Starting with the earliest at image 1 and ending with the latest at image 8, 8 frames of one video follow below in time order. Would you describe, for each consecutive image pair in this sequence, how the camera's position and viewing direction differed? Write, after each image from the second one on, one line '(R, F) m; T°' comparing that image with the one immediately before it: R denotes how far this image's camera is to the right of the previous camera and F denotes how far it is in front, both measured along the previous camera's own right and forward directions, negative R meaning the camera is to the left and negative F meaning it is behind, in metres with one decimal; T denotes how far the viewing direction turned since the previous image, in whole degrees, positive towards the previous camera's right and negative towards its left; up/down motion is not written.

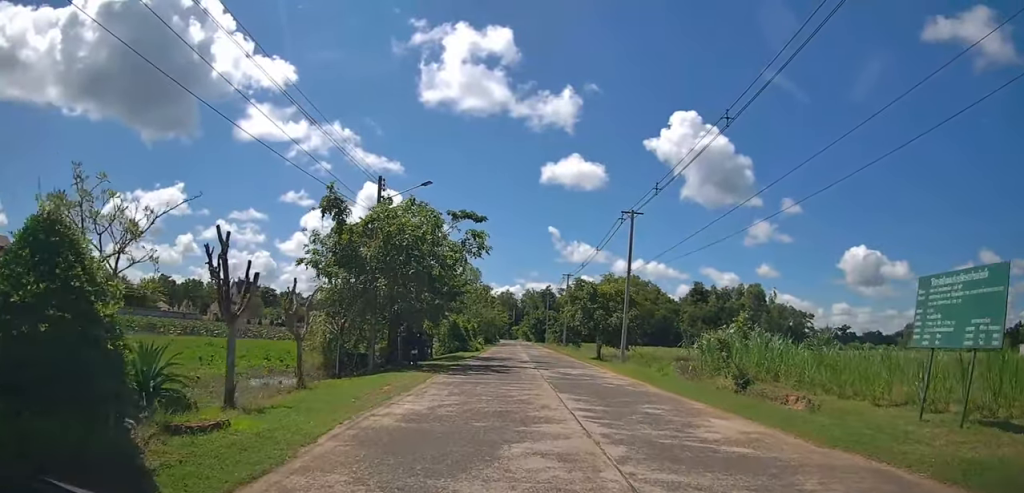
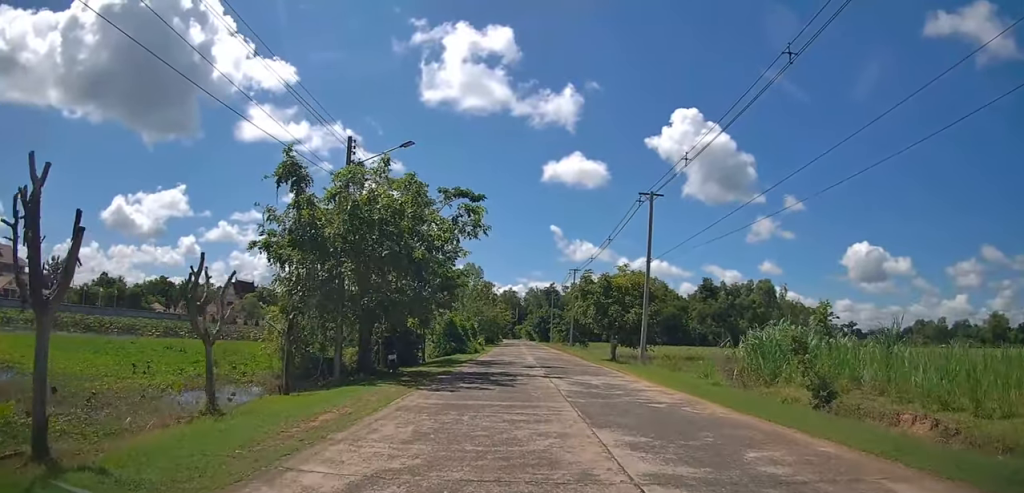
(-0.1, +4.2) m; +2°
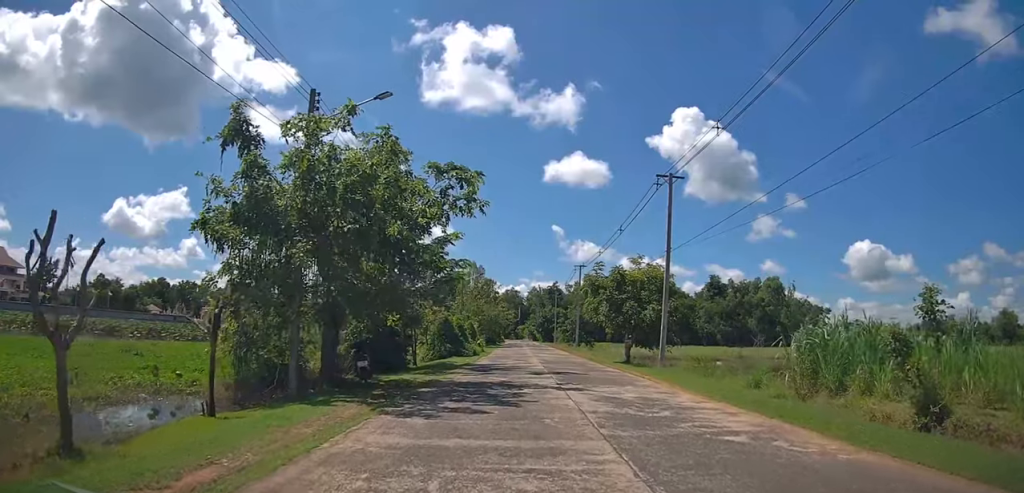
(+0.1, +3.4) m; +1°
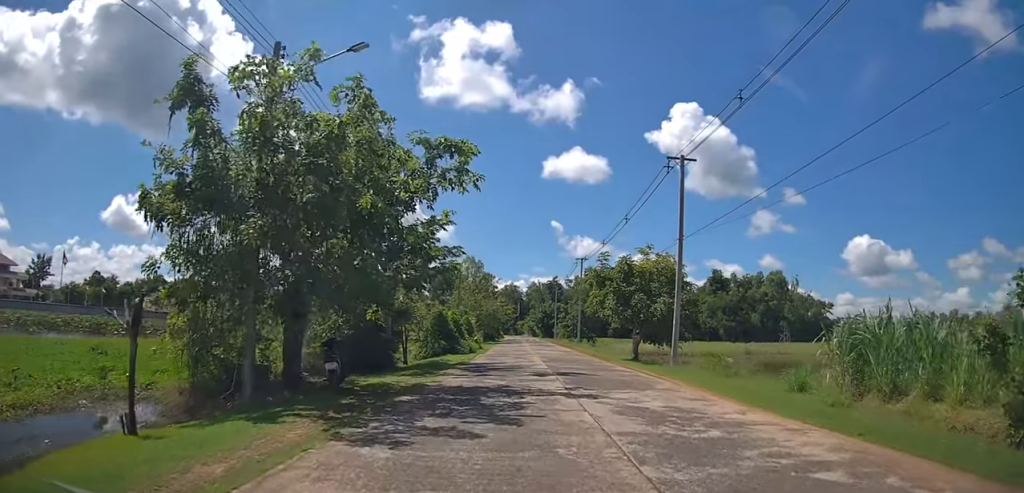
(+0.1, +2.2) m; 0°
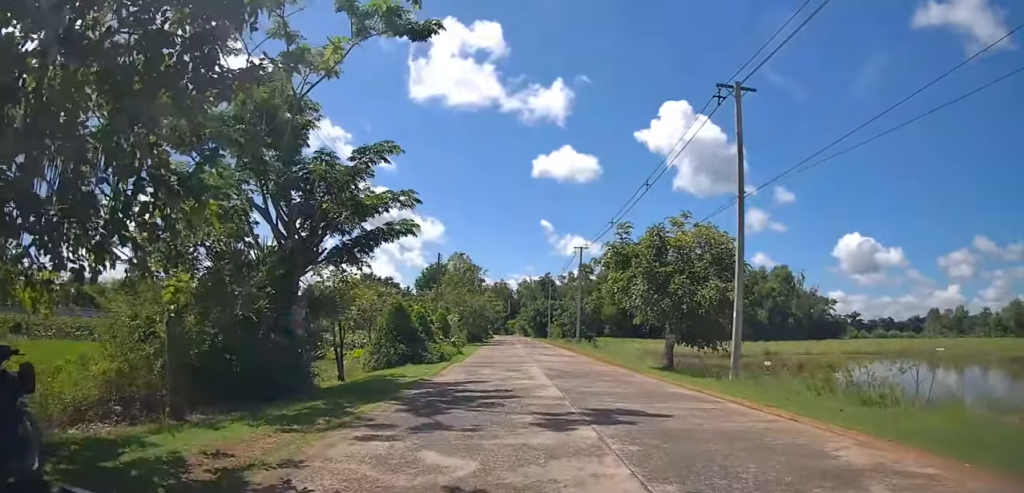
(-0.1, +8.5) m; -1°
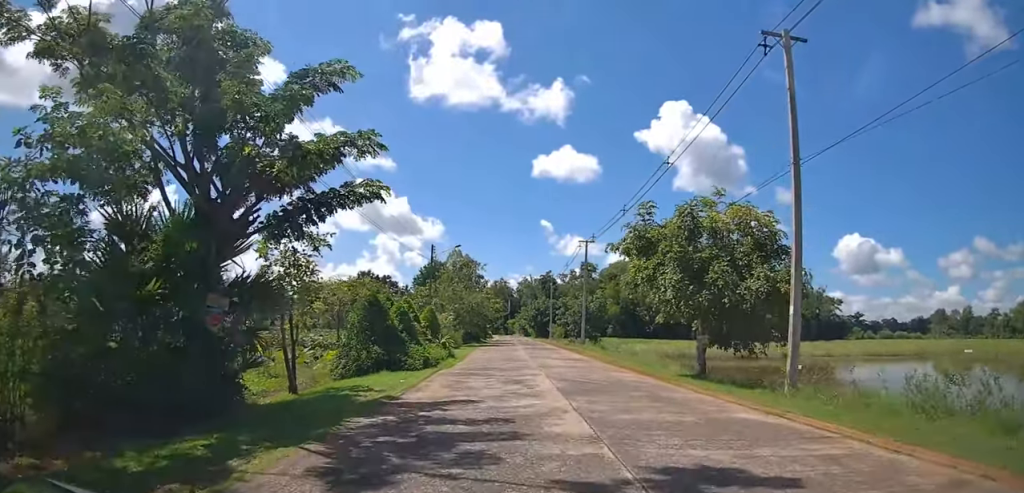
(-0.1, +4.1) m; -1°
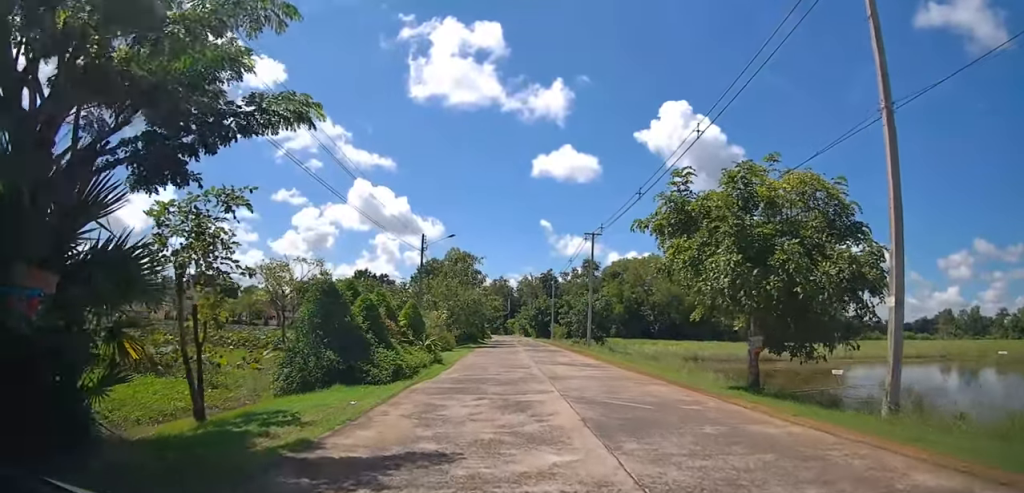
(0.0, +4.4) m; -1°
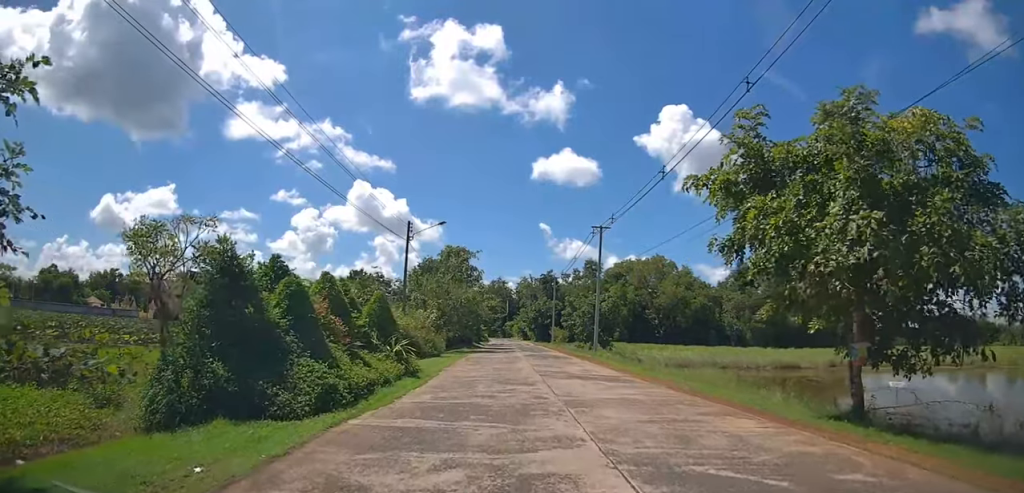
(0.0, +4.6) m; -1°
